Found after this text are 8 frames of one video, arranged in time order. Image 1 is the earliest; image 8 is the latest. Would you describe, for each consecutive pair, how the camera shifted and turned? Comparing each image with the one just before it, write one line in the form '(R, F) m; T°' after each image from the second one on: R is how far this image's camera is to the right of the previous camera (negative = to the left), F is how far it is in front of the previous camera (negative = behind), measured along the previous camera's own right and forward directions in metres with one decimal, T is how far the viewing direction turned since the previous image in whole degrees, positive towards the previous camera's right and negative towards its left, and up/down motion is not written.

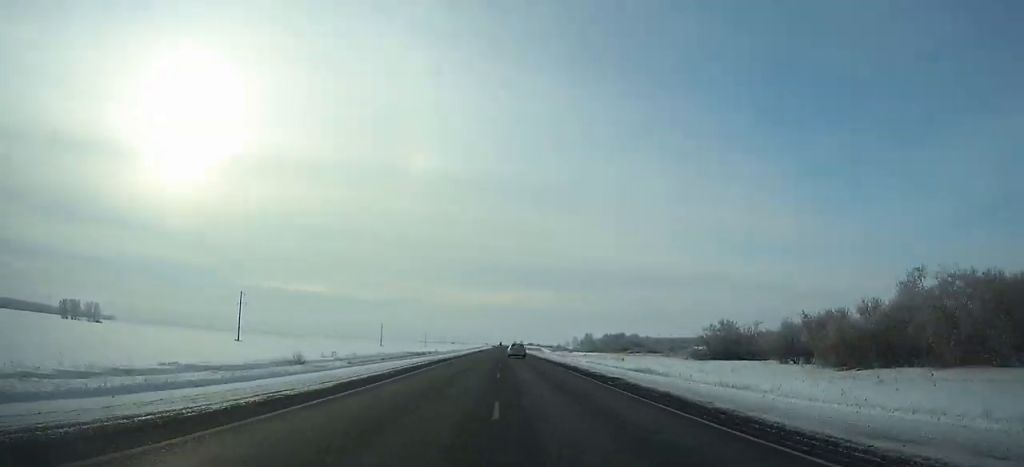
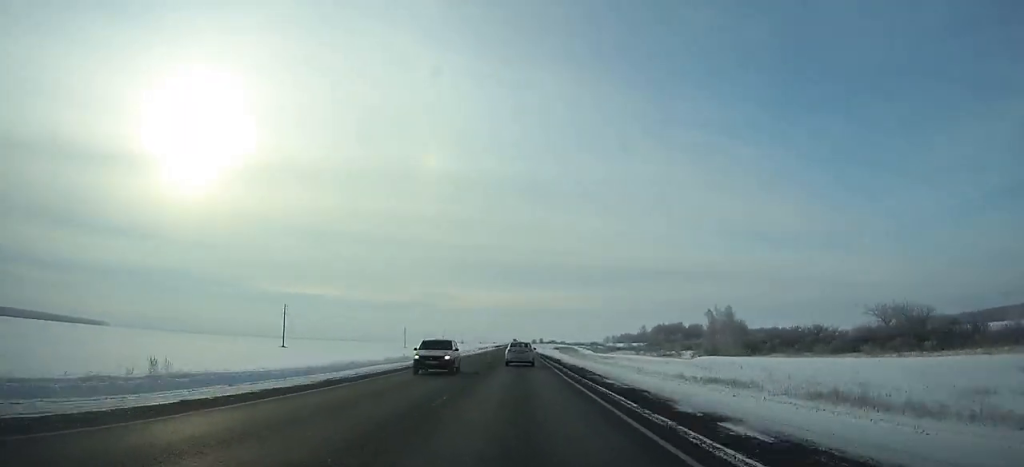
(-0.9, +162.8) m; -1°
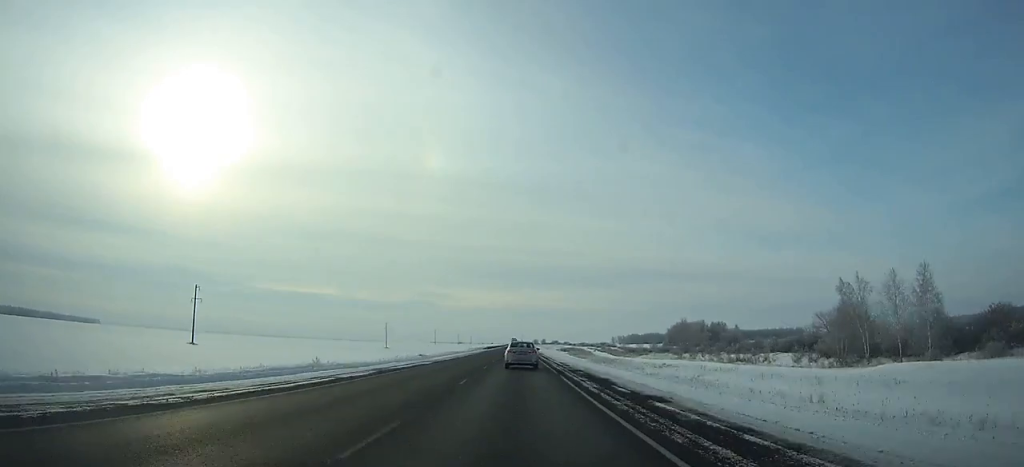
(-0.1, +52.8) m; 0°
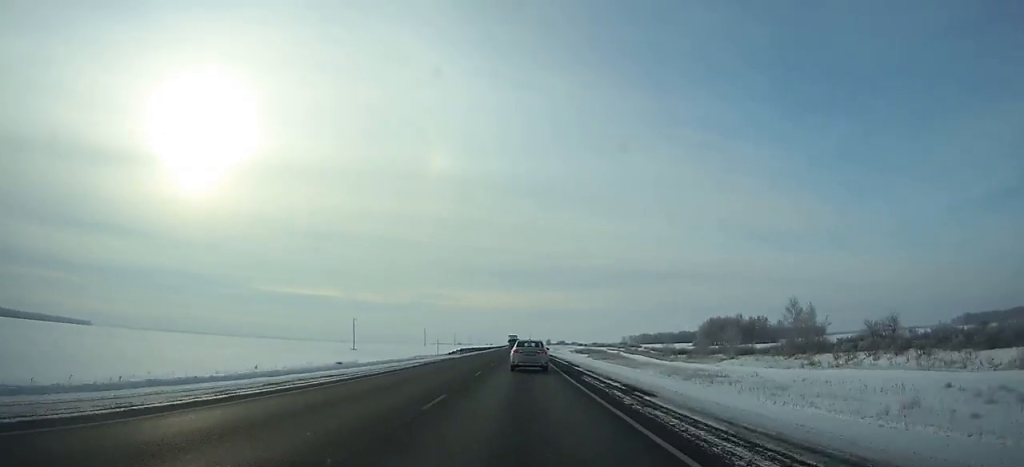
(0.0, +66.0) m; 0°
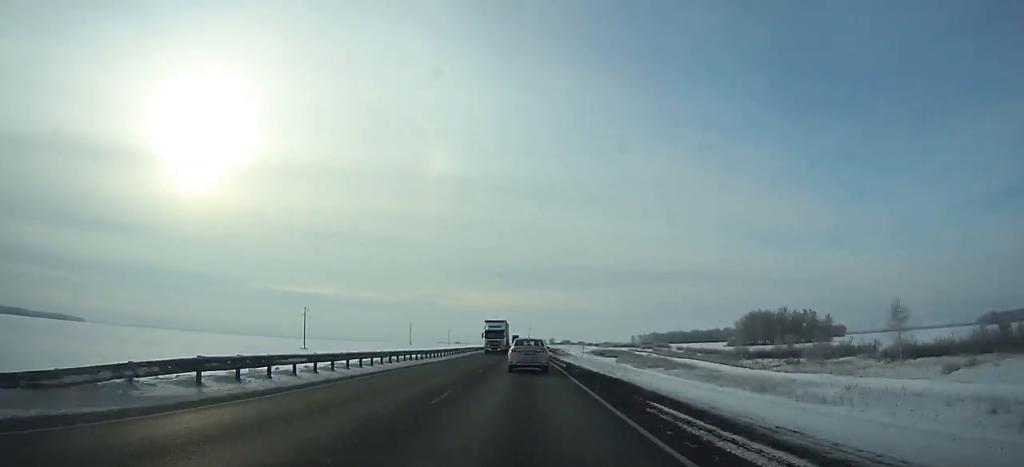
(0.0, +58.6) m; 0°
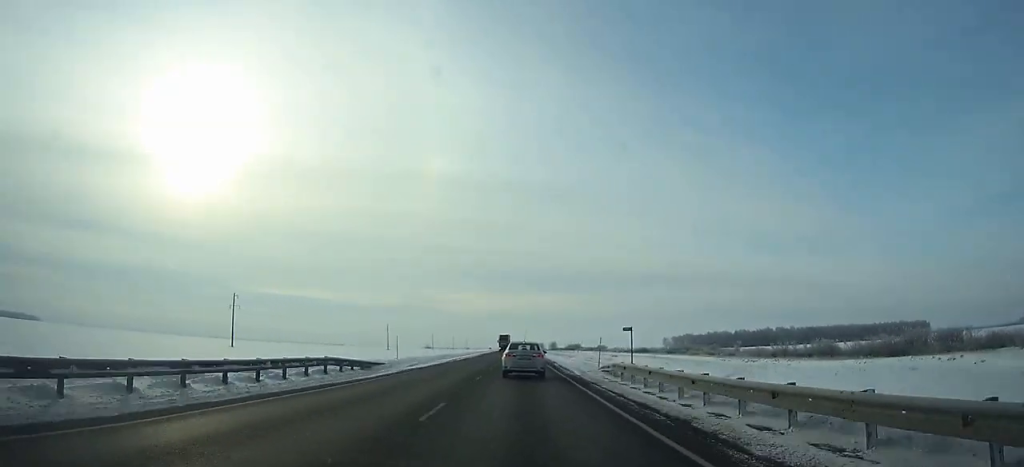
(+1.1, +216.5) m; 0°
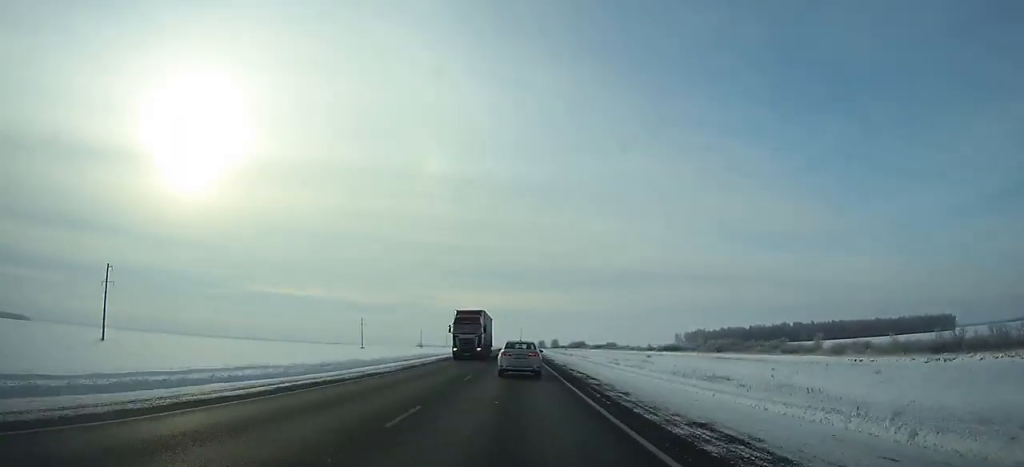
(-0.1, +48.2) m; 0°
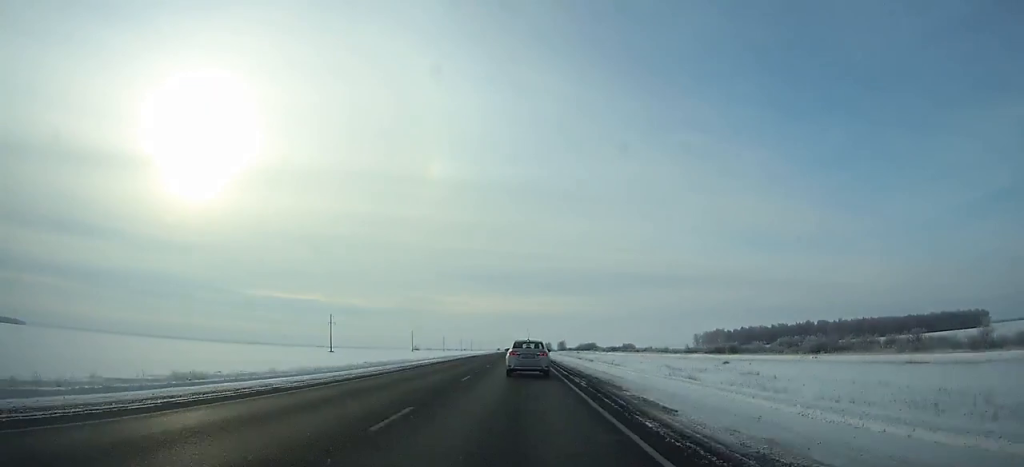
(0.0, +47.8) m; 0°
